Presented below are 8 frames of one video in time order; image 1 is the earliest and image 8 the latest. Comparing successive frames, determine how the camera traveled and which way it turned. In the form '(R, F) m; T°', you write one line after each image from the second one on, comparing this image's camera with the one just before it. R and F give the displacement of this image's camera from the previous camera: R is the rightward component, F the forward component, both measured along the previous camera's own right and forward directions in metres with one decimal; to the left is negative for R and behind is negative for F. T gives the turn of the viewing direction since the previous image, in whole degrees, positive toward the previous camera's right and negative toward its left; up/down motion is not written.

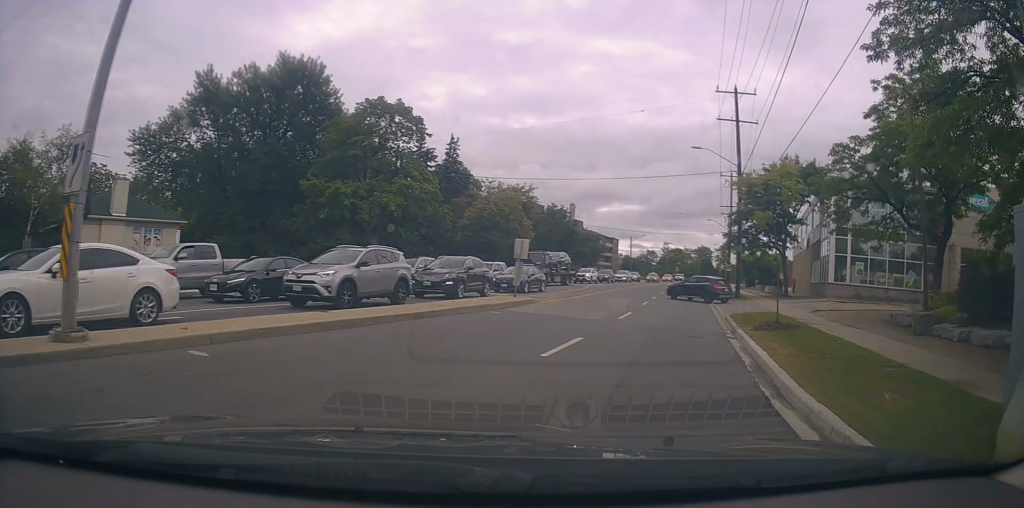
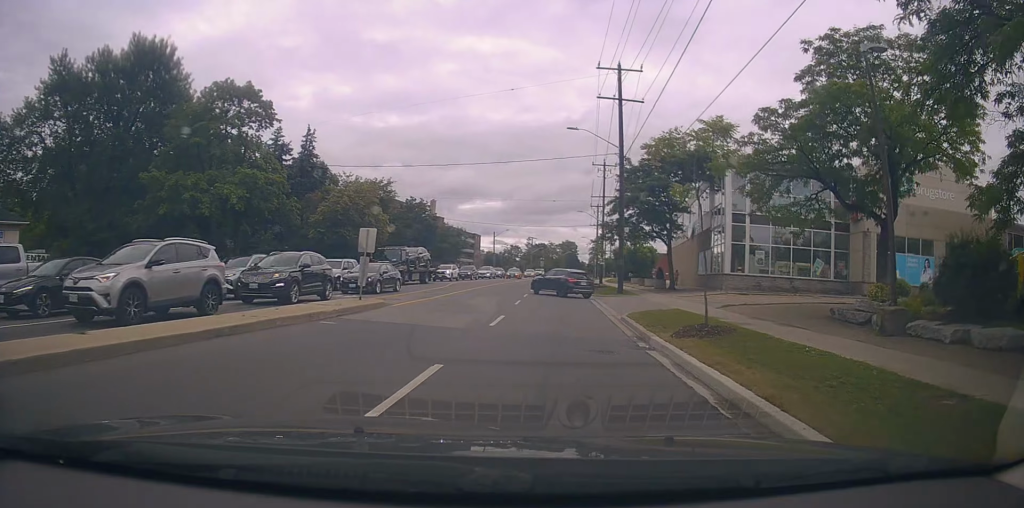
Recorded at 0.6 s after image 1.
(+0.8, +4.0) m; +13°
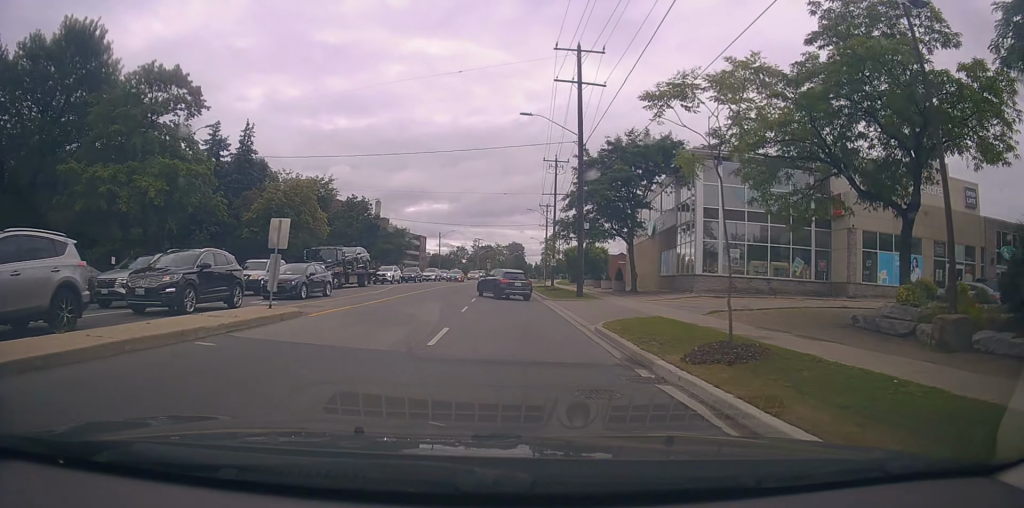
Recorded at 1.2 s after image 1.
(+0.2, +3.5) m; +3°
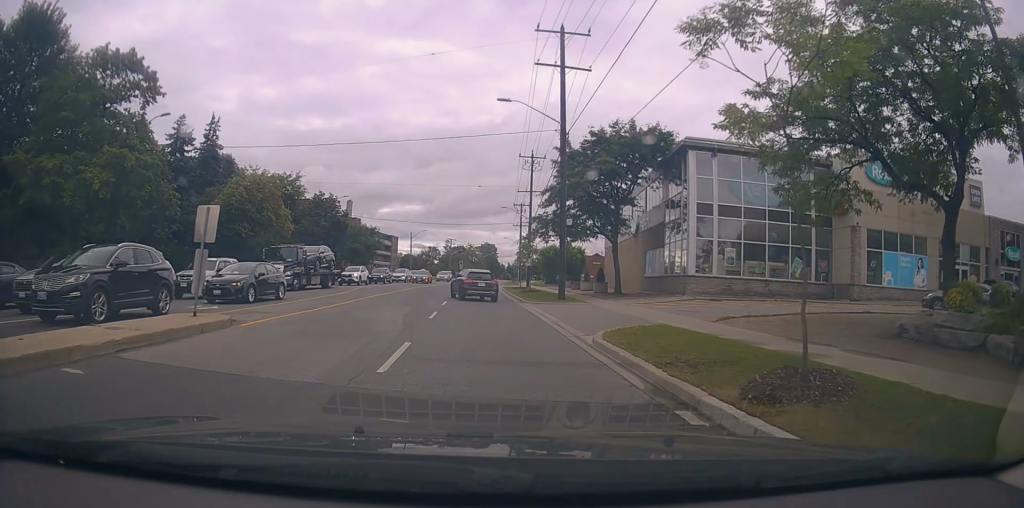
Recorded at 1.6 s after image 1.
(0.0, +2.6) m; +2°
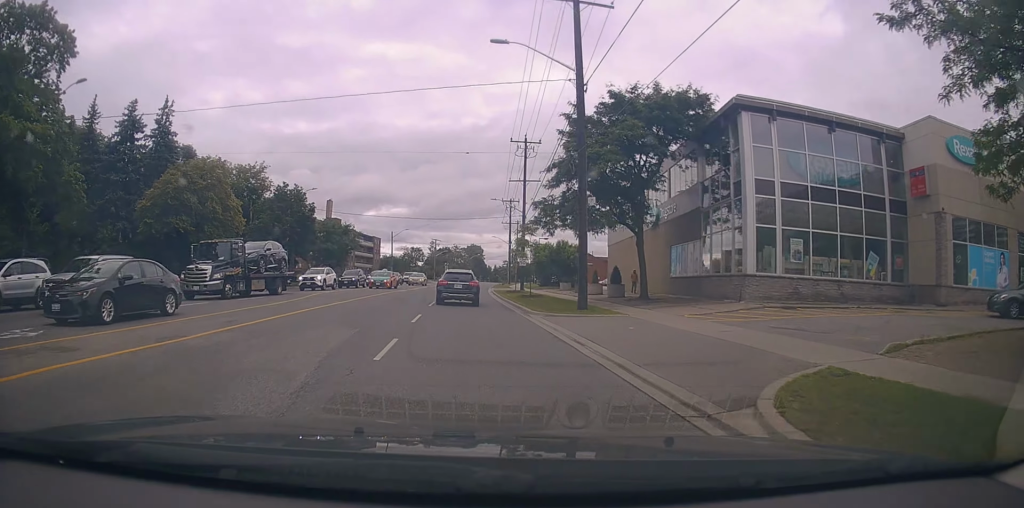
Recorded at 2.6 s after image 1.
(+0.3, +7.6) m; +4°
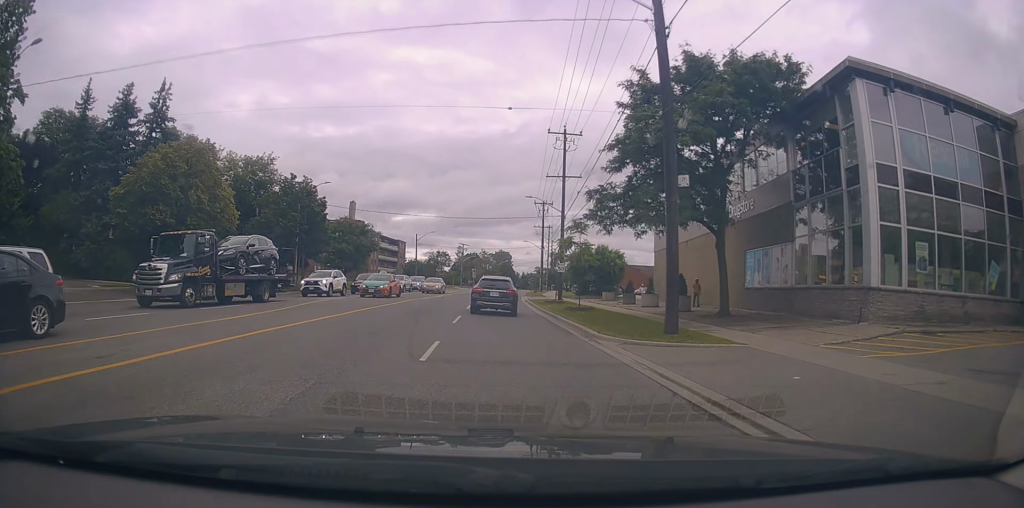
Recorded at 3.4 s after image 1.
(+0.2, +6.2) m; -1°
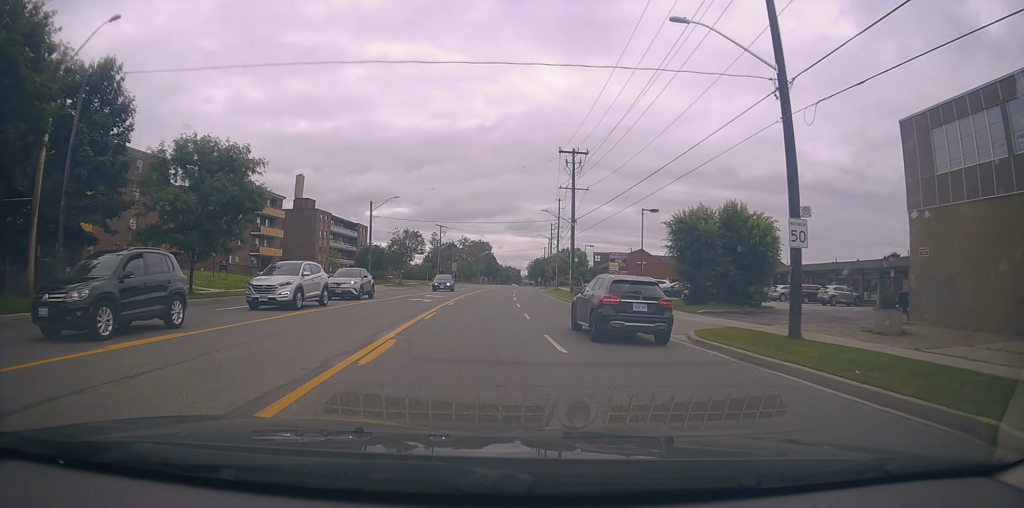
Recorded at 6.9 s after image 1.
(-1.7, +33.3) m; +3°
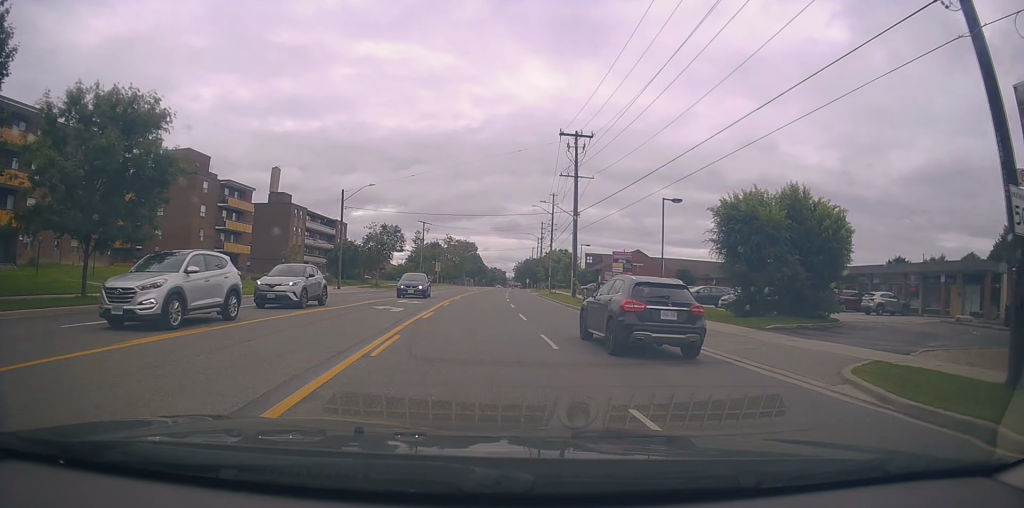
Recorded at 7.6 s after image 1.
(+0.5, +7.5) m; +3°
